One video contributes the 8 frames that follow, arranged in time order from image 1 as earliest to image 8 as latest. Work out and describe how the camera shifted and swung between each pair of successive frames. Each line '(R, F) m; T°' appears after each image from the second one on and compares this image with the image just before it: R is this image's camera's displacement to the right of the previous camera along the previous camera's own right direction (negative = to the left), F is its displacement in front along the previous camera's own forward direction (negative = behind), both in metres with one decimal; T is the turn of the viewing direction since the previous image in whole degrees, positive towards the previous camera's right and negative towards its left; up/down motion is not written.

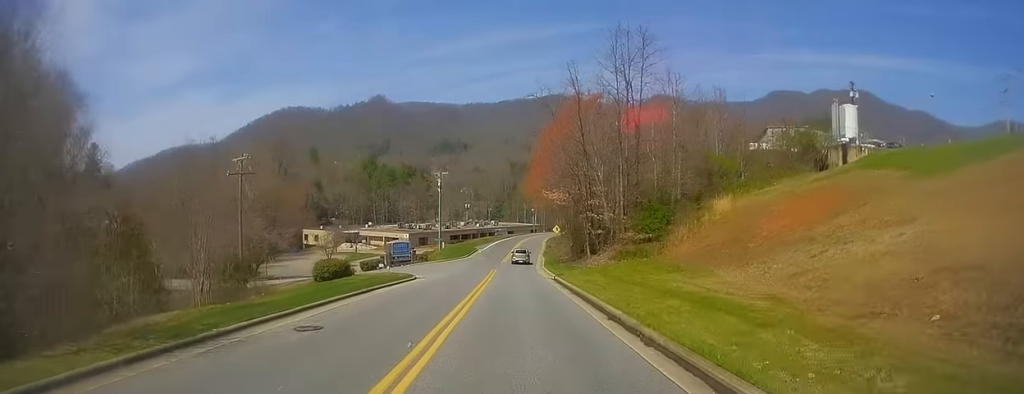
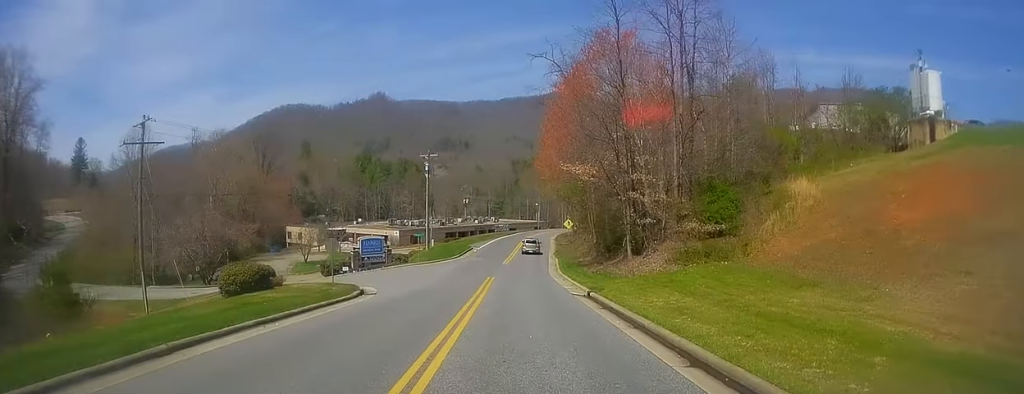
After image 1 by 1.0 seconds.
(-0.2, +15.9) m; +2°
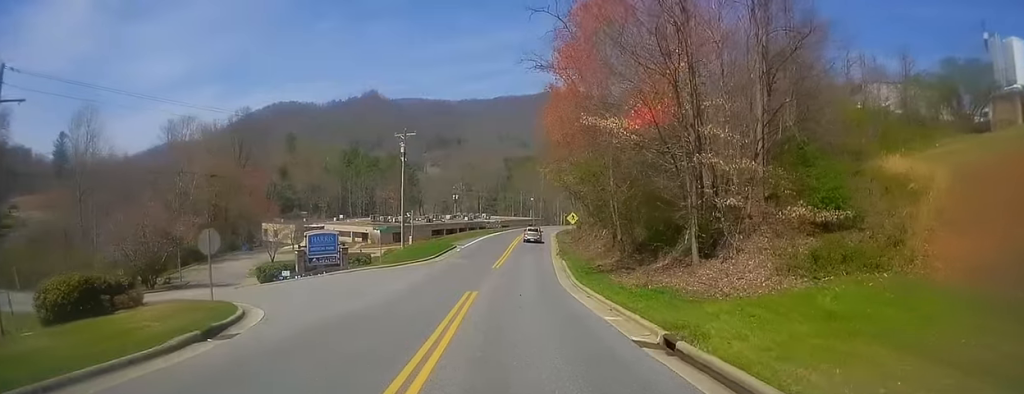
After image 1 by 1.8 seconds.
(+0.7, +13.0) m; +2°
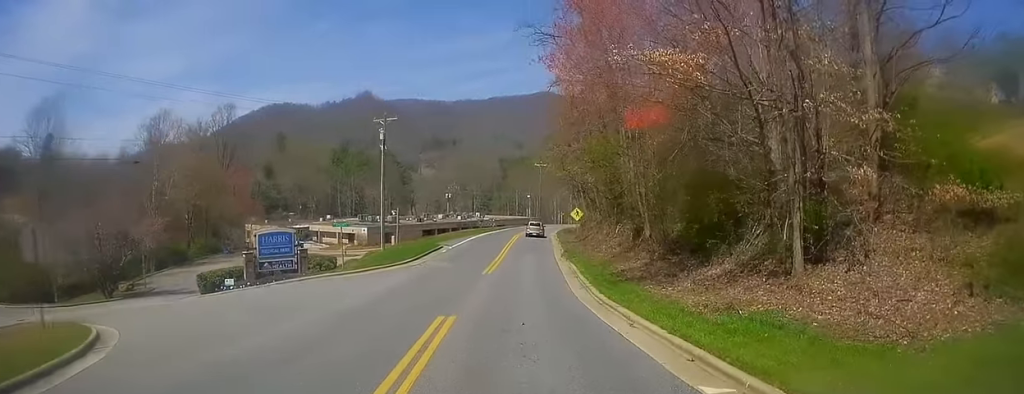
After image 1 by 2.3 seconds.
(-0.1, +8.0) m; 0°
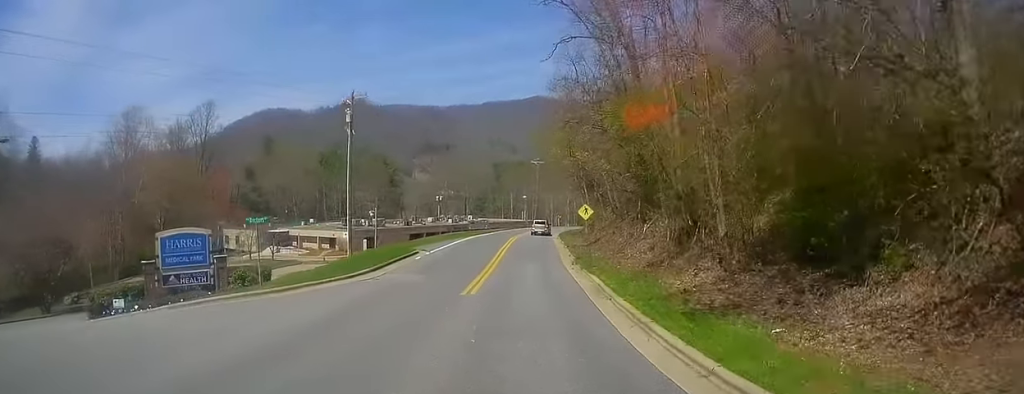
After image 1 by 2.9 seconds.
(-0.1, +9.8) m; 0°
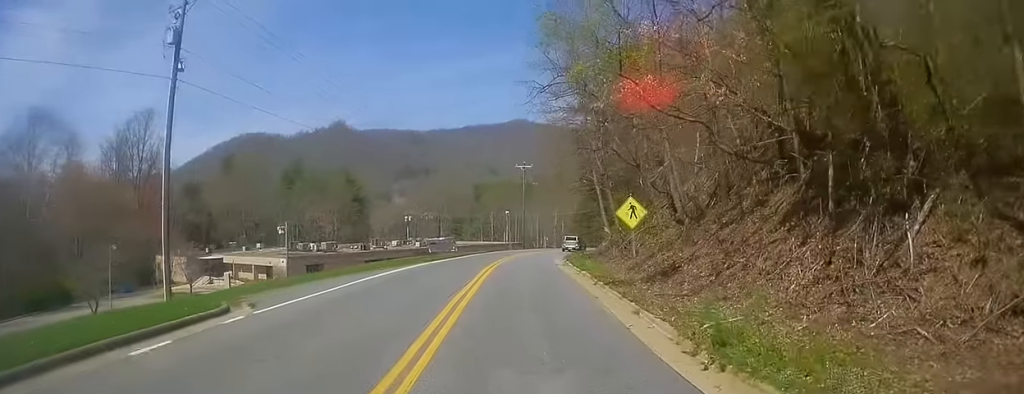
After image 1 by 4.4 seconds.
(+0.3, +23.2) m; +1°
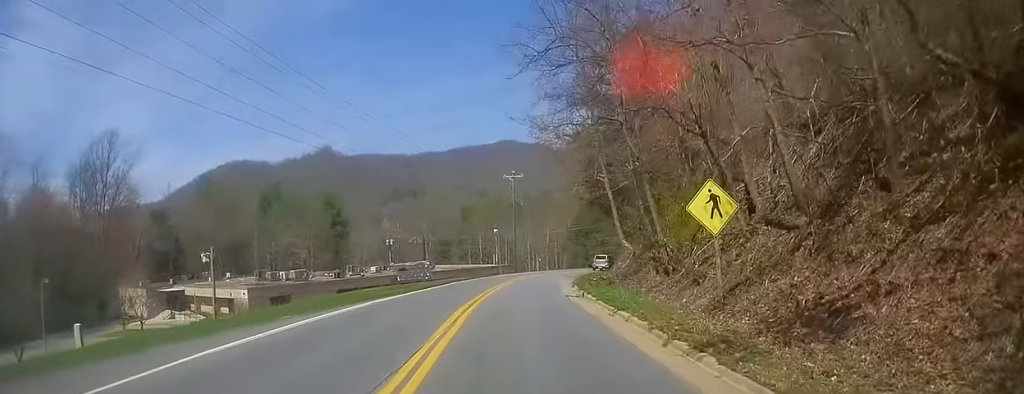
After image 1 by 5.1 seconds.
(+0.1, +10.8) m; +1°
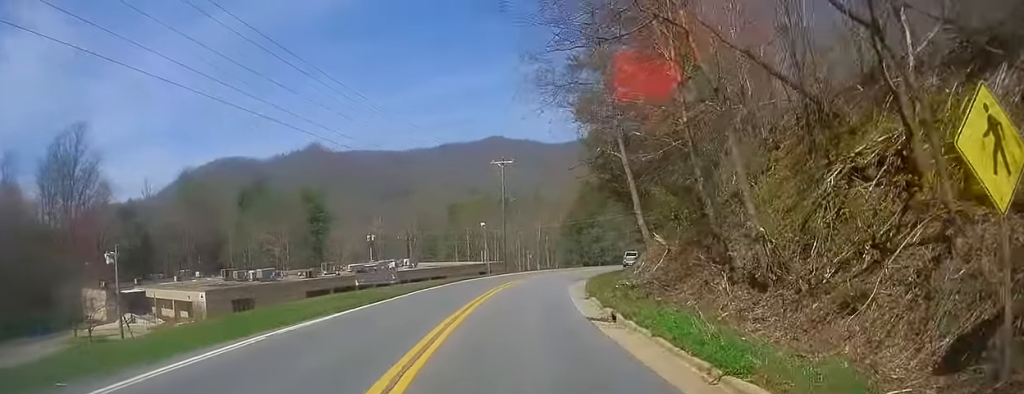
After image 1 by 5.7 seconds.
(-0.1, +8.8) m; +1°
